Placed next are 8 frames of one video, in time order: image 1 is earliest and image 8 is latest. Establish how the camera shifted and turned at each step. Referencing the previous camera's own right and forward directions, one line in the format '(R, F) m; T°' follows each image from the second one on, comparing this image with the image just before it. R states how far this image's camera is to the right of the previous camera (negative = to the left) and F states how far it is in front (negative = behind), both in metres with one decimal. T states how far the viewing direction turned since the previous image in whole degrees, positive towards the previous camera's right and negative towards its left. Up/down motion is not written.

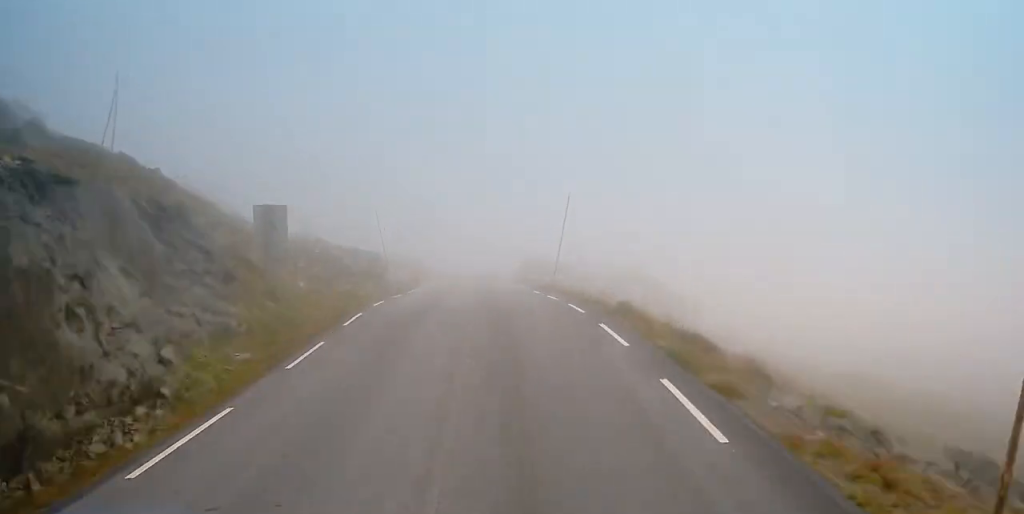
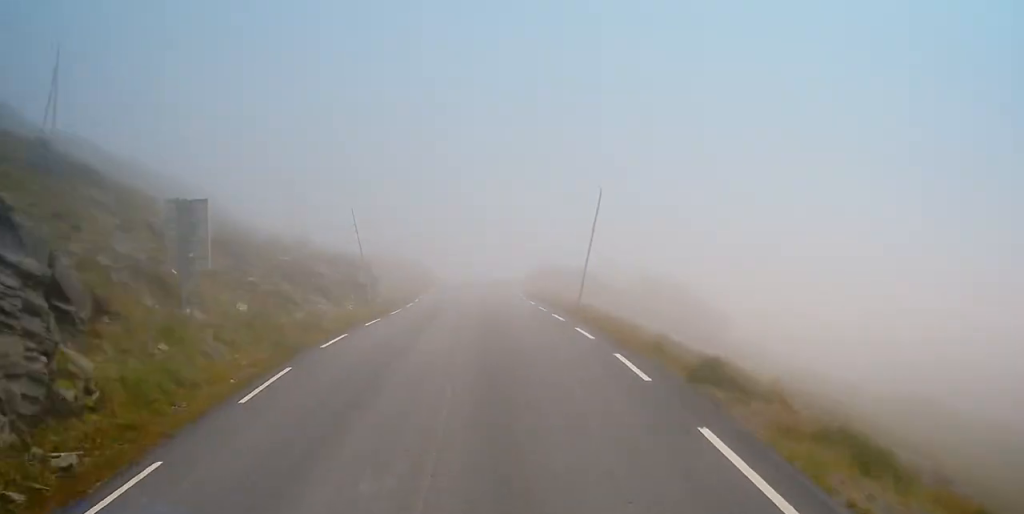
(-0.2, +8.1) m; -2°
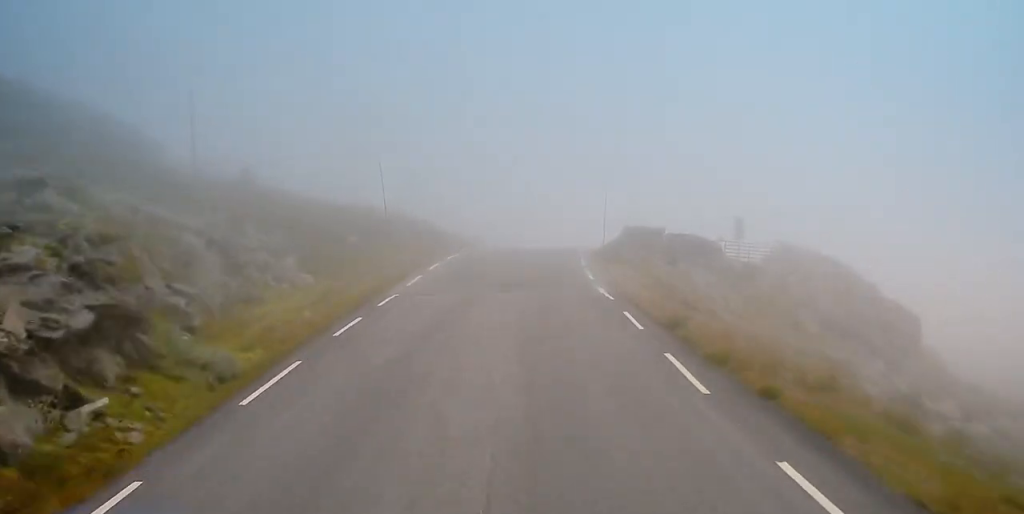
(+0.3, +31.0) m; +2°
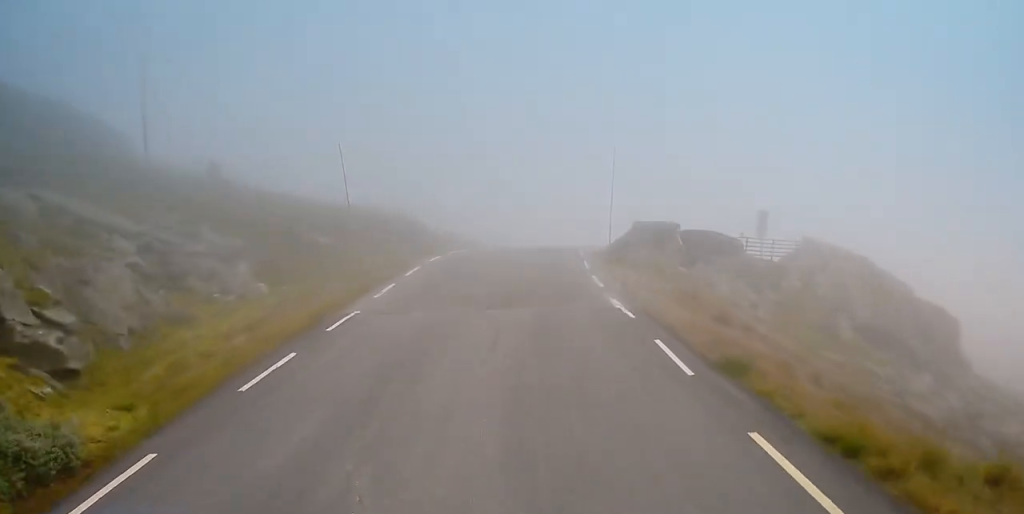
(+0.1, +5.1) m; -2°
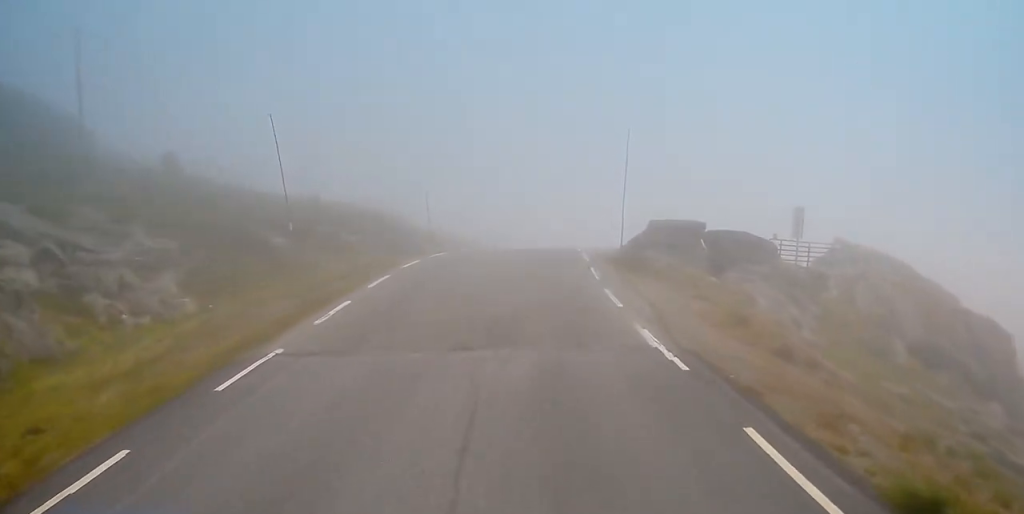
(-0.2, +5.8) m; -1°
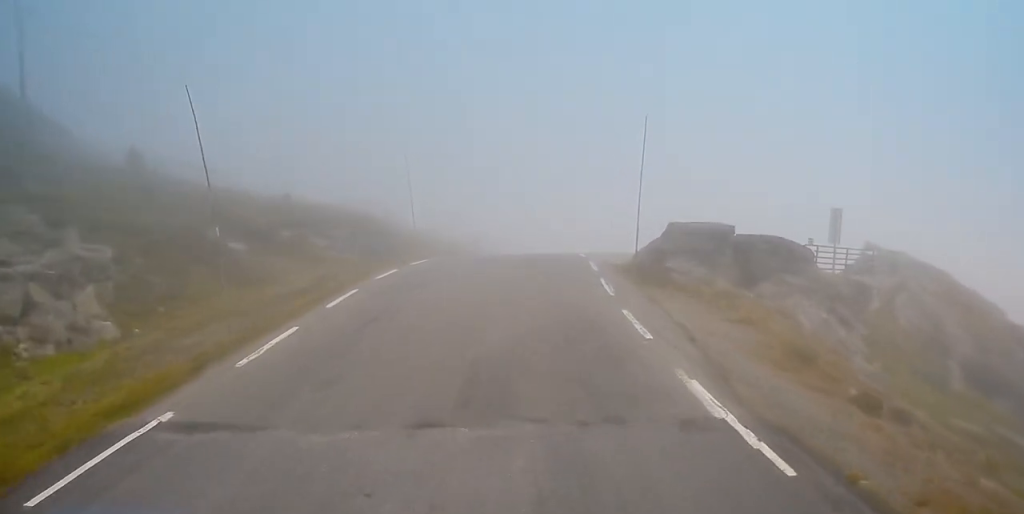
(-0.3, +4.4) m; 0°
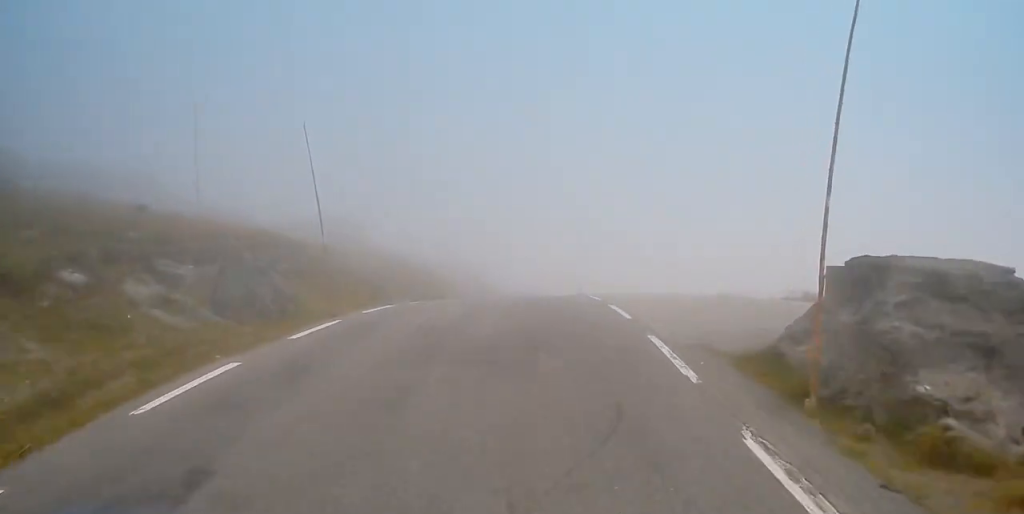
(+0.9, +14.8) m; +6°
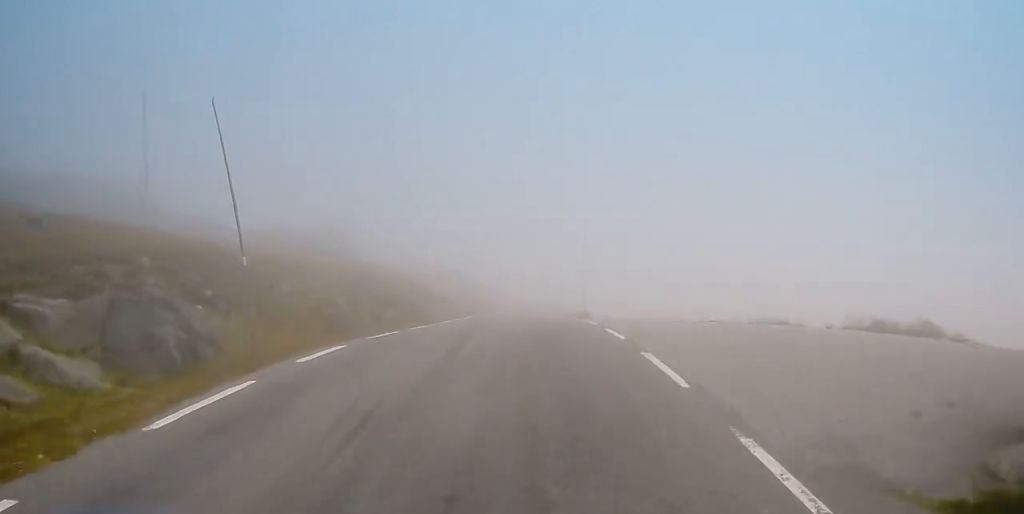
(+0.3, +5.8) m; -1°
